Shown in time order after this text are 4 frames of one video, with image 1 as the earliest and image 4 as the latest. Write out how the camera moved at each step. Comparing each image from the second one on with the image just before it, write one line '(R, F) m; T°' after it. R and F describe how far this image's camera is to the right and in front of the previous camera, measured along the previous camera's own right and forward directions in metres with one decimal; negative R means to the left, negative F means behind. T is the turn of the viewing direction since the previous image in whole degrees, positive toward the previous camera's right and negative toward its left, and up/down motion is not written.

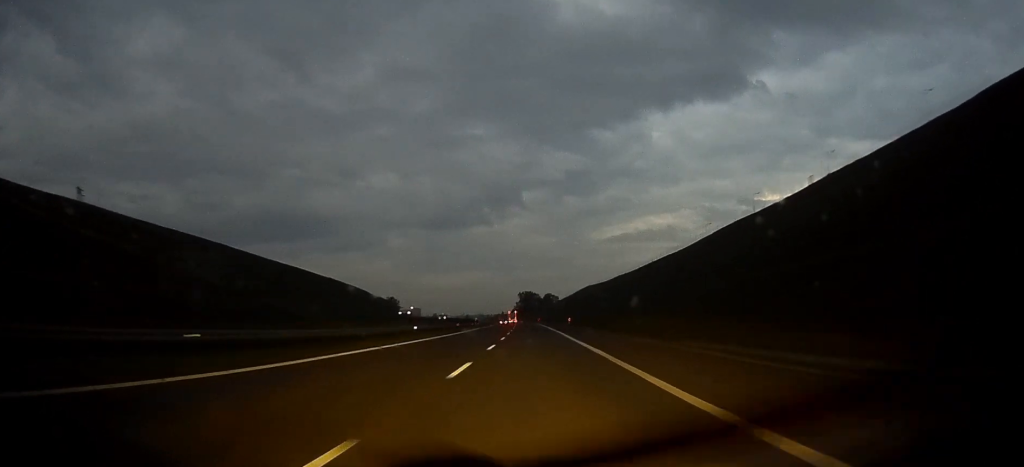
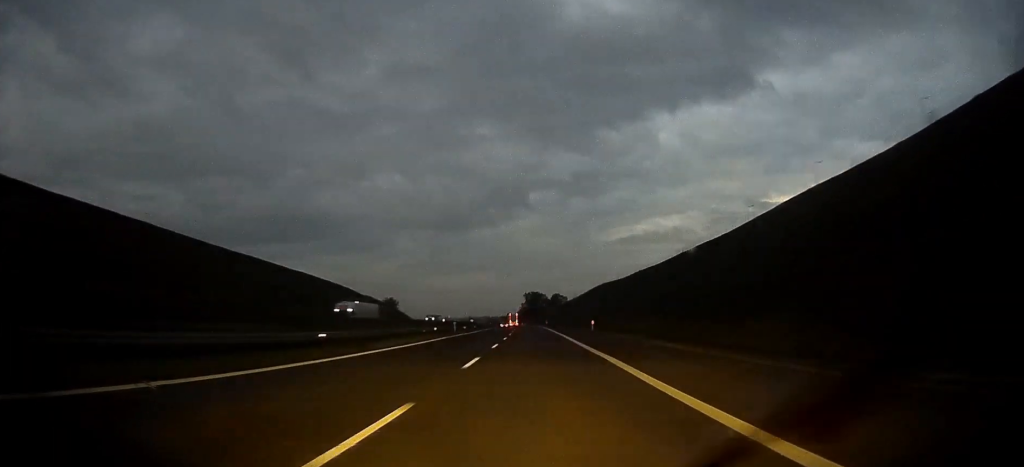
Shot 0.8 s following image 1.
(-0.1, +32.7) m; 0°
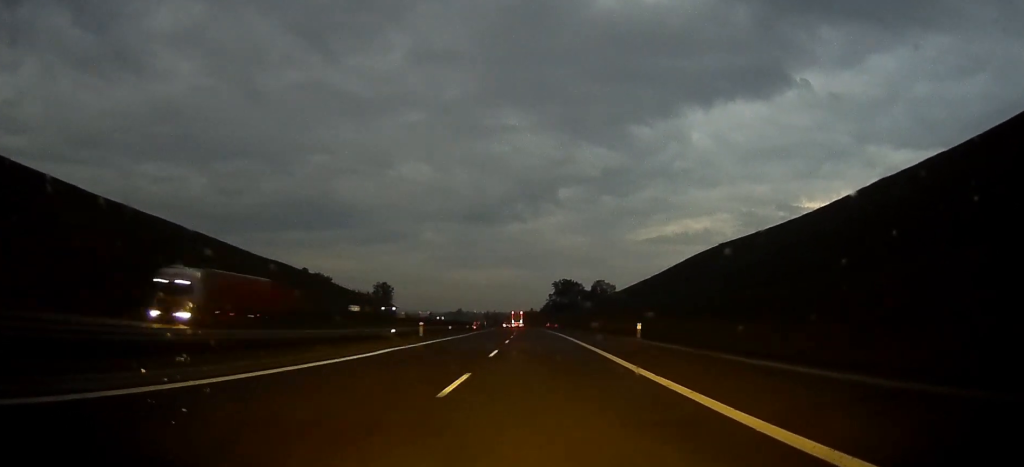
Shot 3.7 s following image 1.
(-2.4, +125.7) m; -2°
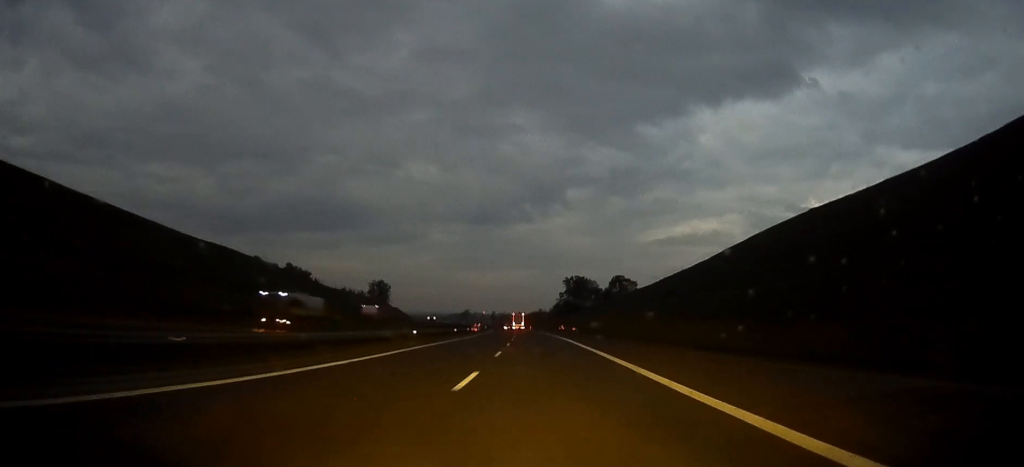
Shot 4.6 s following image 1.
(-0.3, +36.5) m; -1°
